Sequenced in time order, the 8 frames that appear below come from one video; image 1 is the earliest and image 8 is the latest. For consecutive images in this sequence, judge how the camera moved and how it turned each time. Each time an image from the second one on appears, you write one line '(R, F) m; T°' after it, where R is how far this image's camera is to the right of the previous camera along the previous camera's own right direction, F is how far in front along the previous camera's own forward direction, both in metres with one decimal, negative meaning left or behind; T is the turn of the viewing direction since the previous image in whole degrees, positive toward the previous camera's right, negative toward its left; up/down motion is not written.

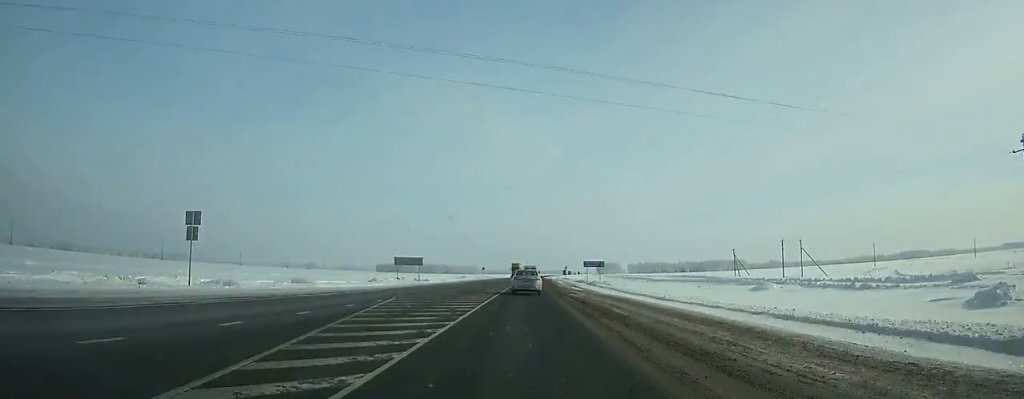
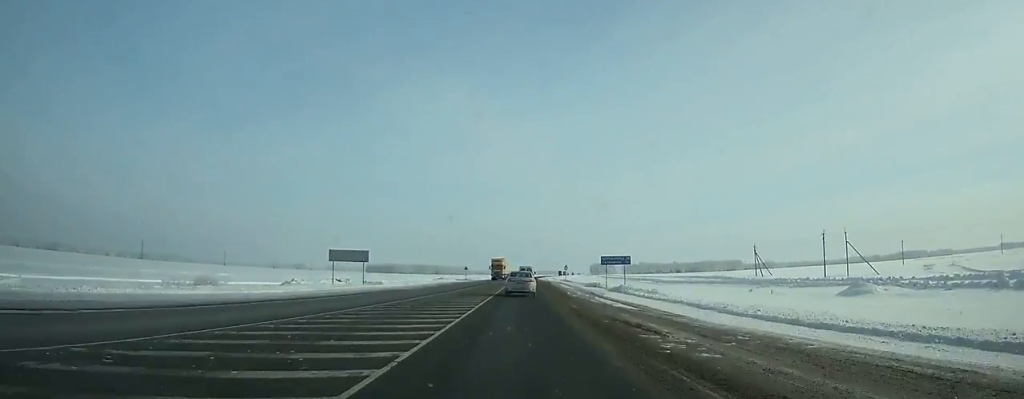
(+0.1, +24.8) m; 0°
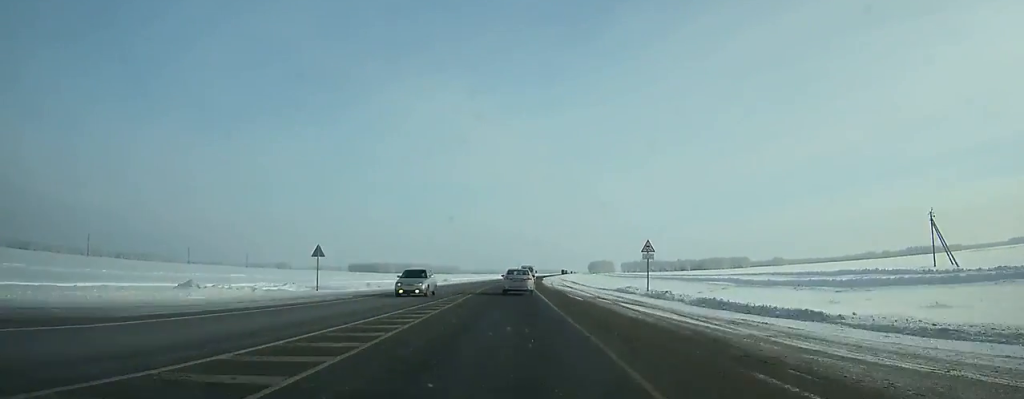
(+0.4, +83.0) m; +1°
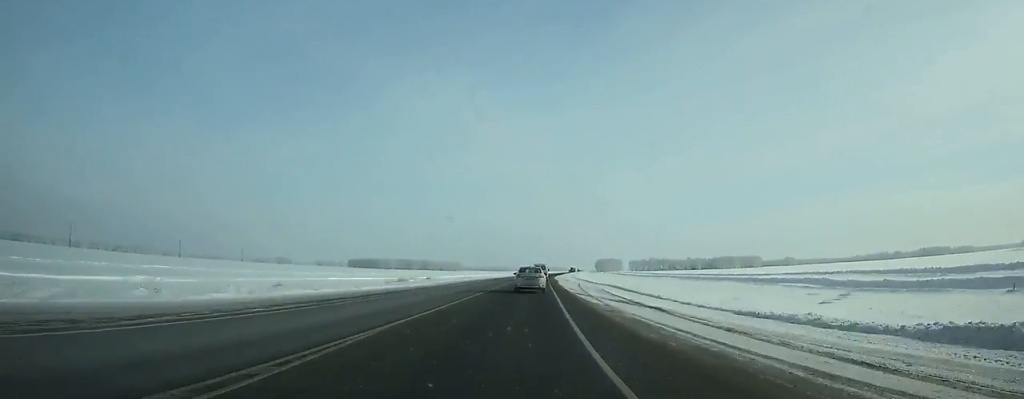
(-0.1, +34.7) m; +1°
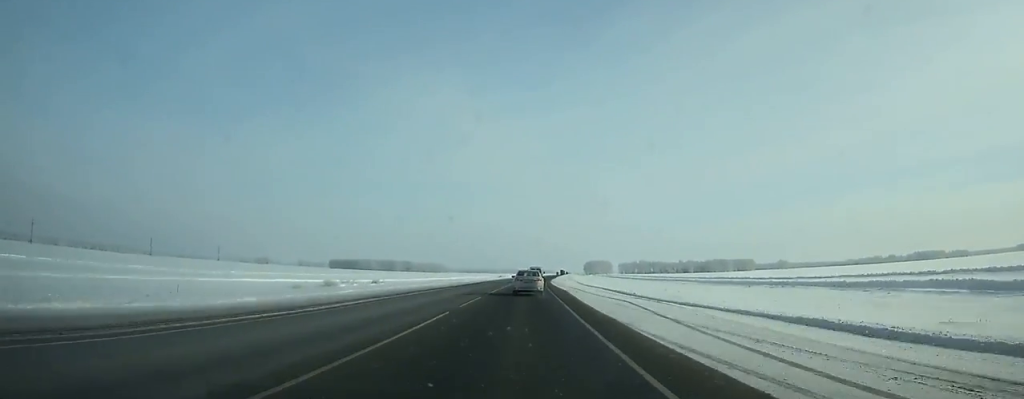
(+0.3, +35.3) m; +1°
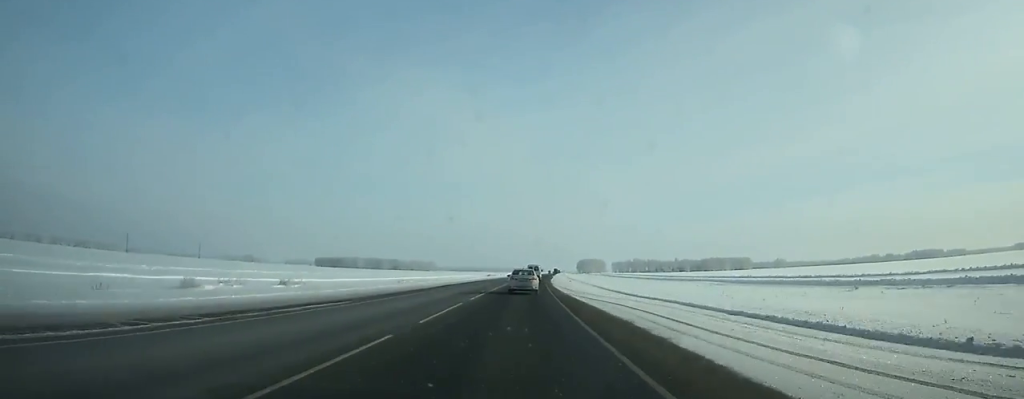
(+0.2, +31.1) m; +1°
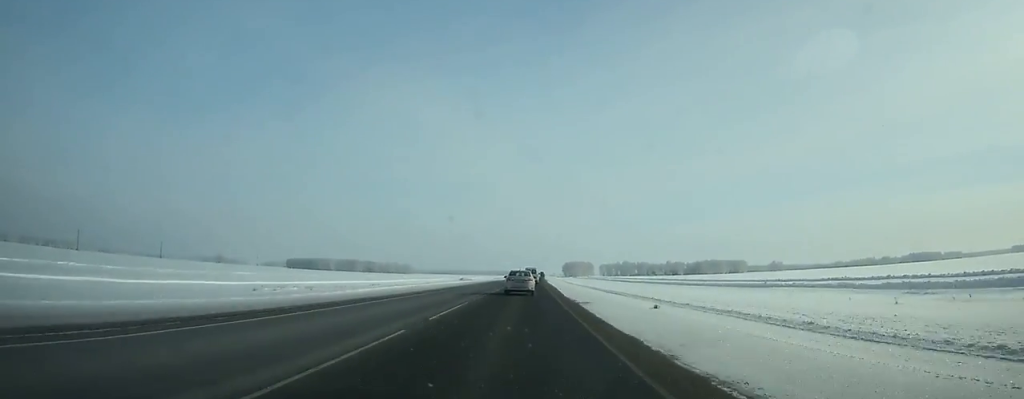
(+0.9, +58.7) m; +2°
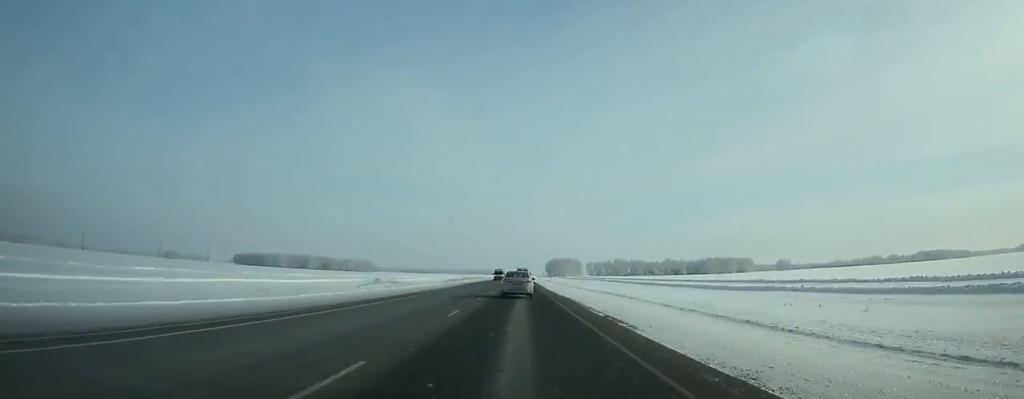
(+2.3, +124.8) m; +1°
